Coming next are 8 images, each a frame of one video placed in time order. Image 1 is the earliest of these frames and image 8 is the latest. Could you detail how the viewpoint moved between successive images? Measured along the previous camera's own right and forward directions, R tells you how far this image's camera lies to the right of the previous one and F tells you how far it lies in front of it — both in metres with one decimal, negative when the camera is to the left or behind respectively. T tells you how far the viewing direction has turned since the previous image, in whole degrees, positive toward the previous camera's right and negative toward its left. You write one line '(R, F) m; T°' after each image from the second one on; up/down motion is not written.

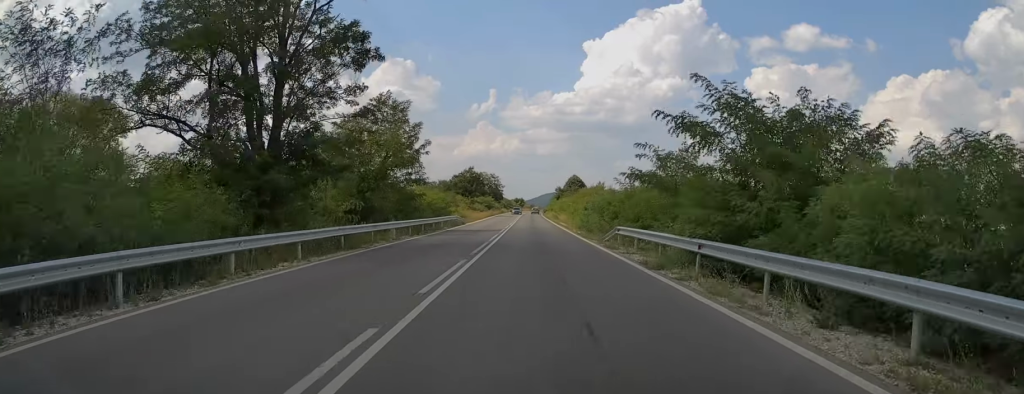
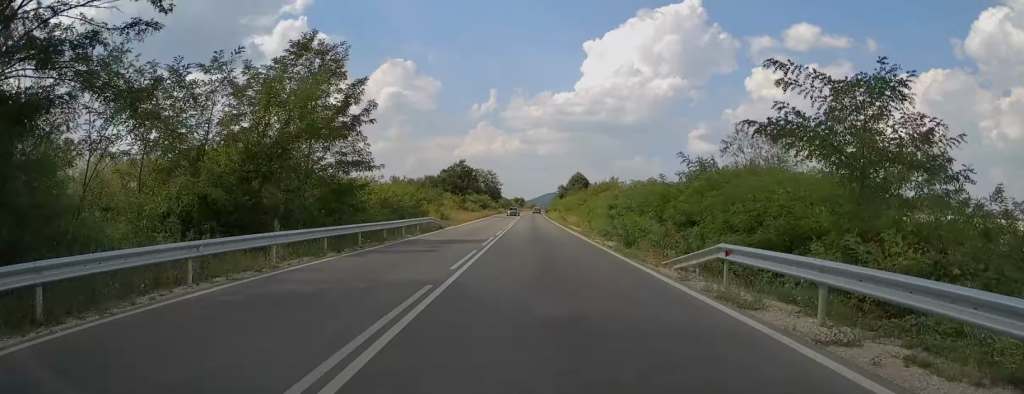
(-0.2, +13.9) m; 0°
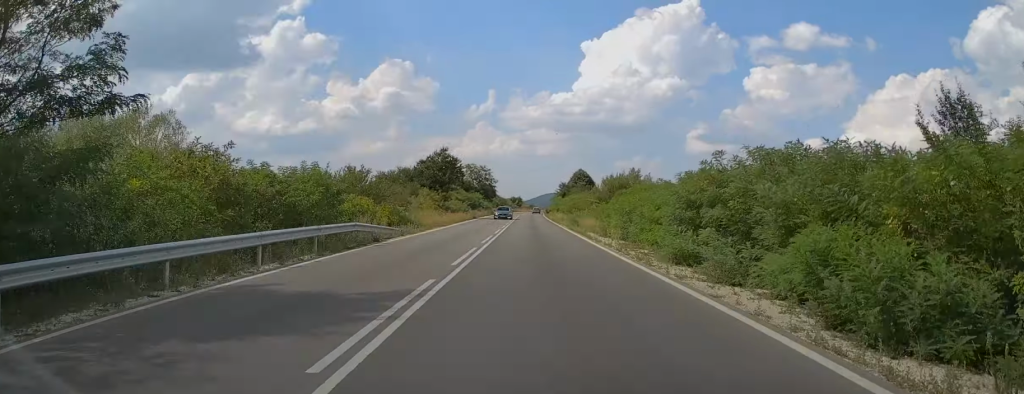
(0.0, +16.7) m; 0°
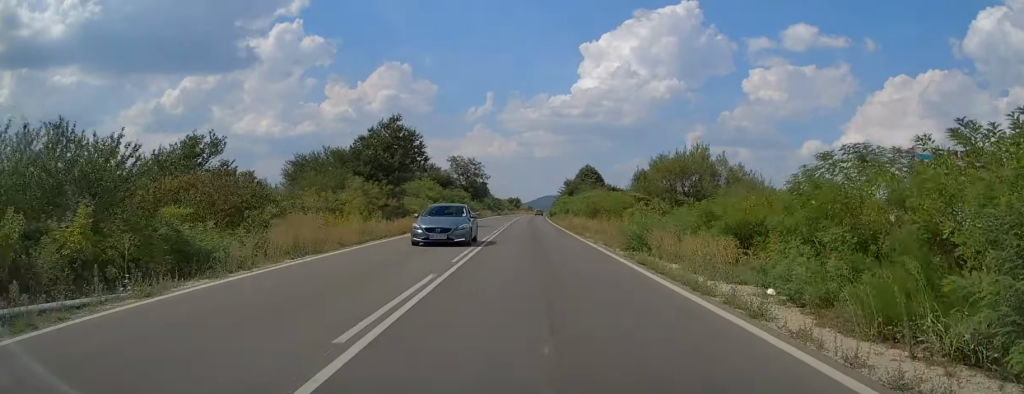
(+0.3, +25.2) m; +1°
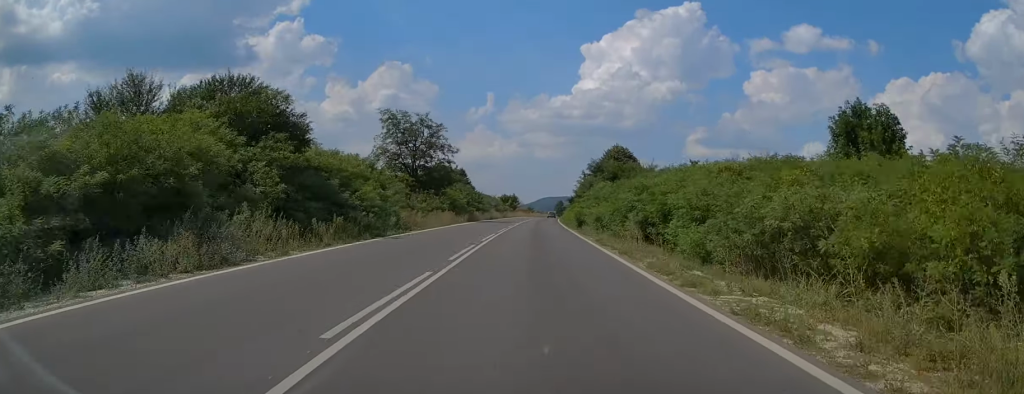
(0.0, +52.2) m; -1°
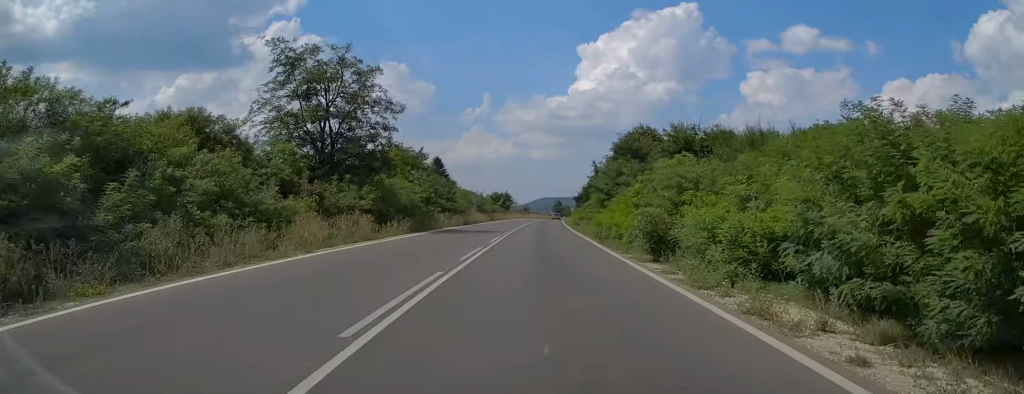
(-0.4, +26.0) m; 0°
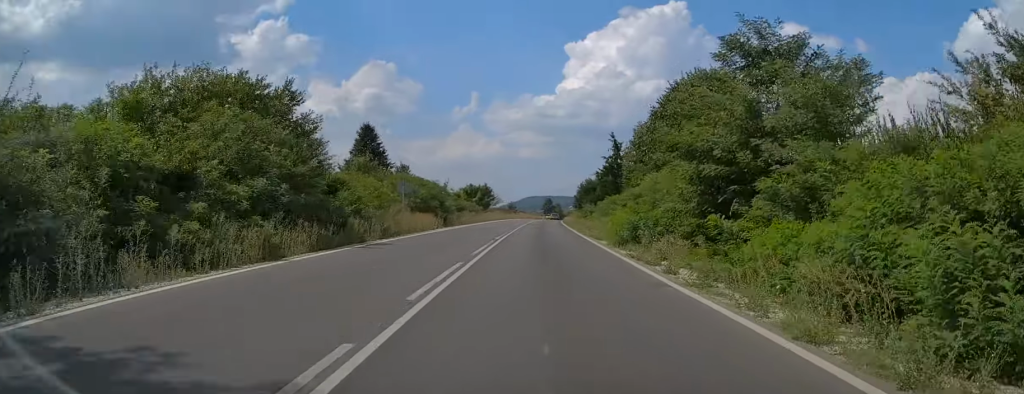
(+0.5, +32.5) m; +1°
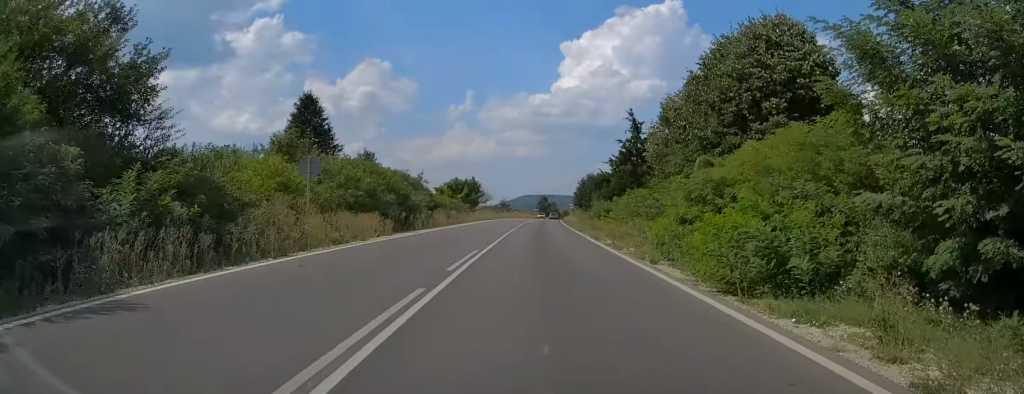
(+0.1, +13.9) m; +1°
